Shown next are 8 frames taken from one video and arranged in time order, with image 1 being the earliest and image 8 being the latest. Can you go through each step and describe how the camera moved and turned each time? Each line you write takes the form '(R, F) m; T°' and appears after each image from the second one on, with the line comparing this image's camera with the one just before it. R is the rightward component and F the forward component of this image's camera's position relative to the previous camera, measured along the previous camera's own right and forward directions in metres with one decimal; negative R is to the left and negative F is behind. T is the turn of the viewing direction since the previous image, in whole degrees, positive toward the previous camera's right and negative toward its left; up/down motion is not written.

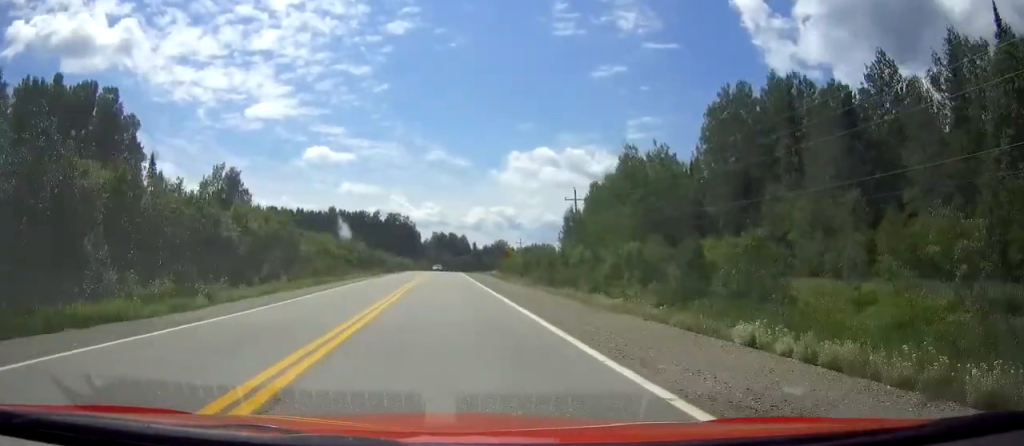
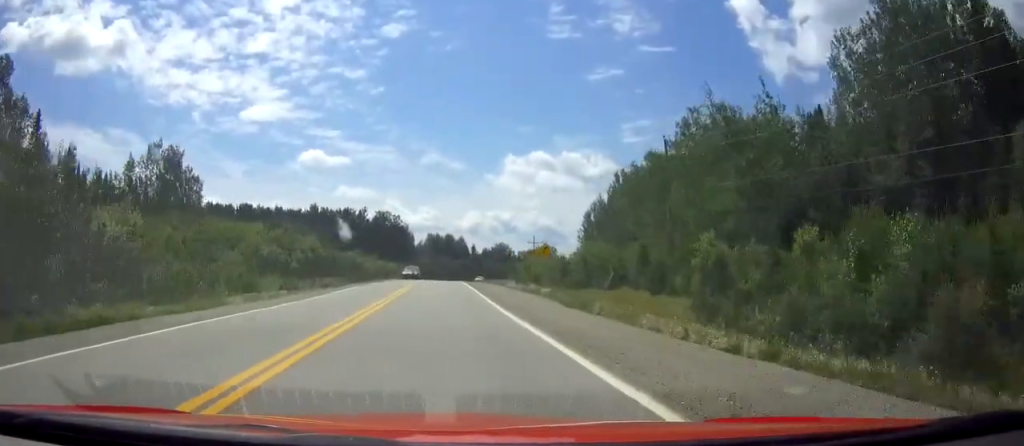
(+0.1, +30.5) m; 0°
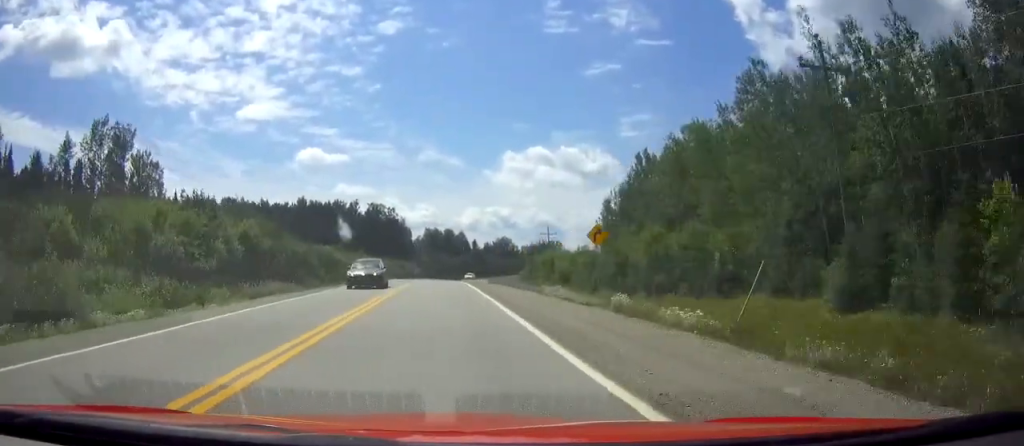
(+0.1, +18.7) m; 0°
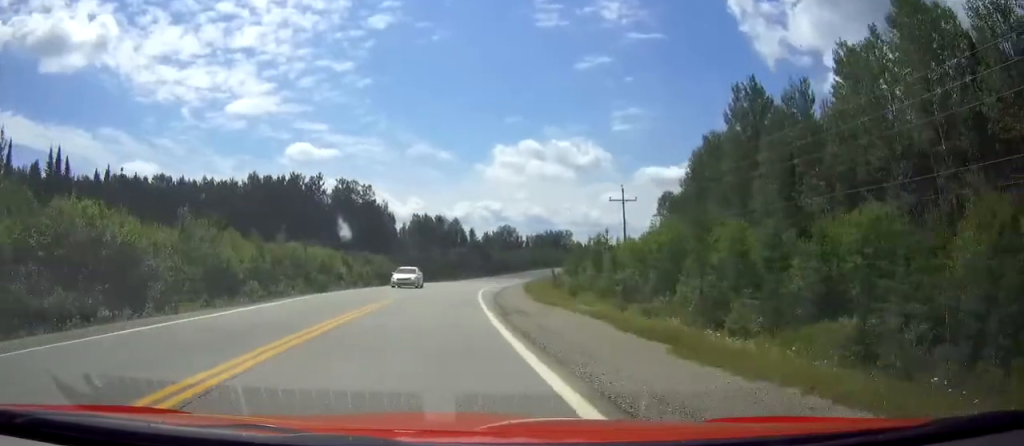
(+0.1, +50.1) m; +1°
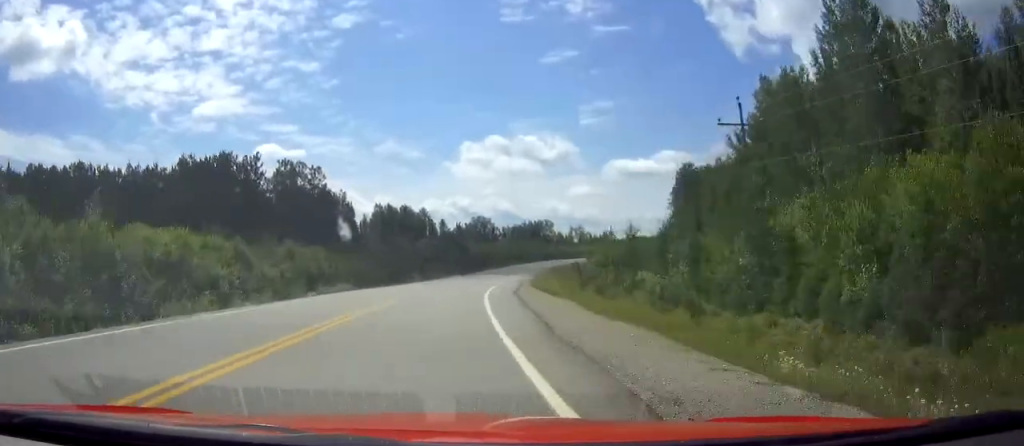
(+0.4, +30.4) m; +2°
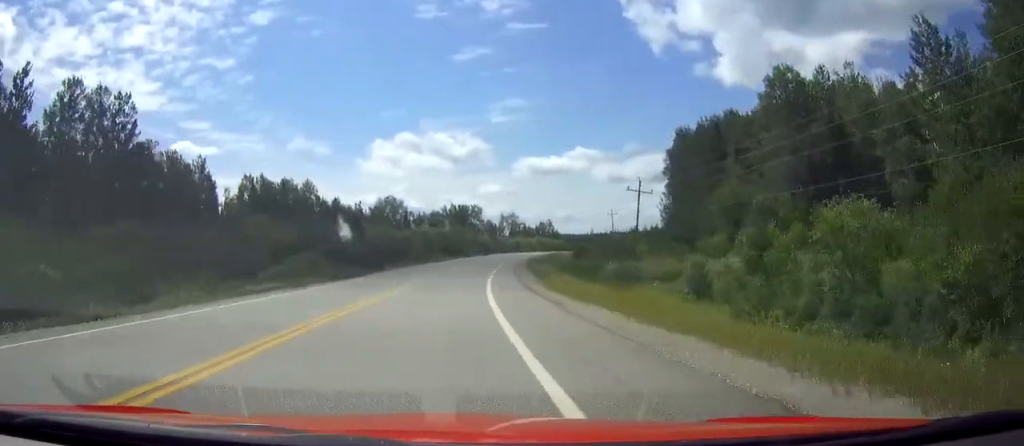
(+2.9, +59.6) m; +6°
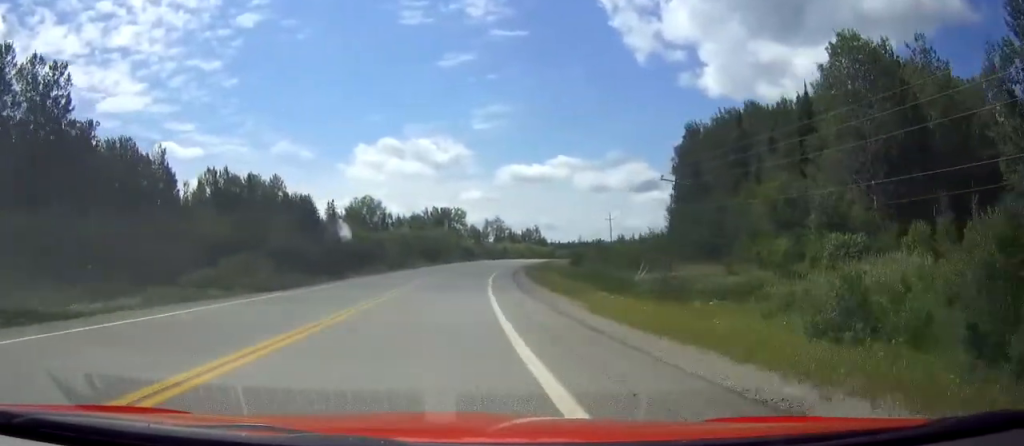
(+0.2, +14.2) m; +2°
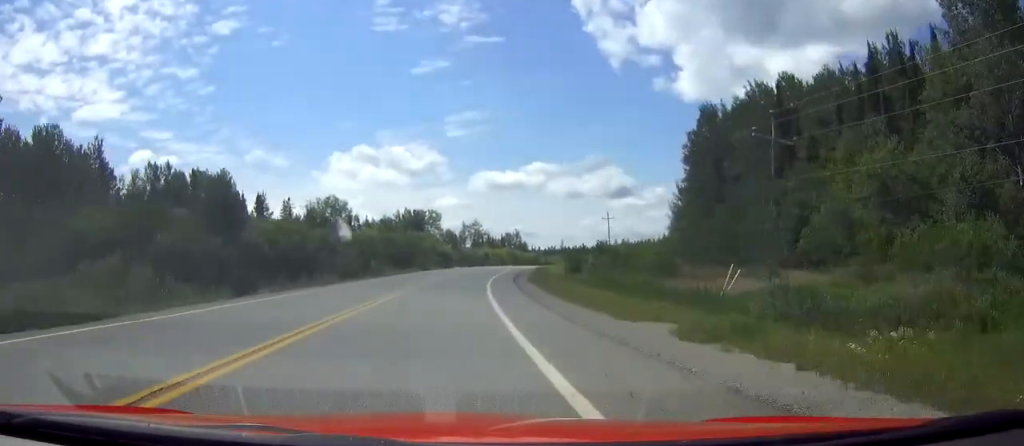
(+0.3, +18.3) m; +3°
